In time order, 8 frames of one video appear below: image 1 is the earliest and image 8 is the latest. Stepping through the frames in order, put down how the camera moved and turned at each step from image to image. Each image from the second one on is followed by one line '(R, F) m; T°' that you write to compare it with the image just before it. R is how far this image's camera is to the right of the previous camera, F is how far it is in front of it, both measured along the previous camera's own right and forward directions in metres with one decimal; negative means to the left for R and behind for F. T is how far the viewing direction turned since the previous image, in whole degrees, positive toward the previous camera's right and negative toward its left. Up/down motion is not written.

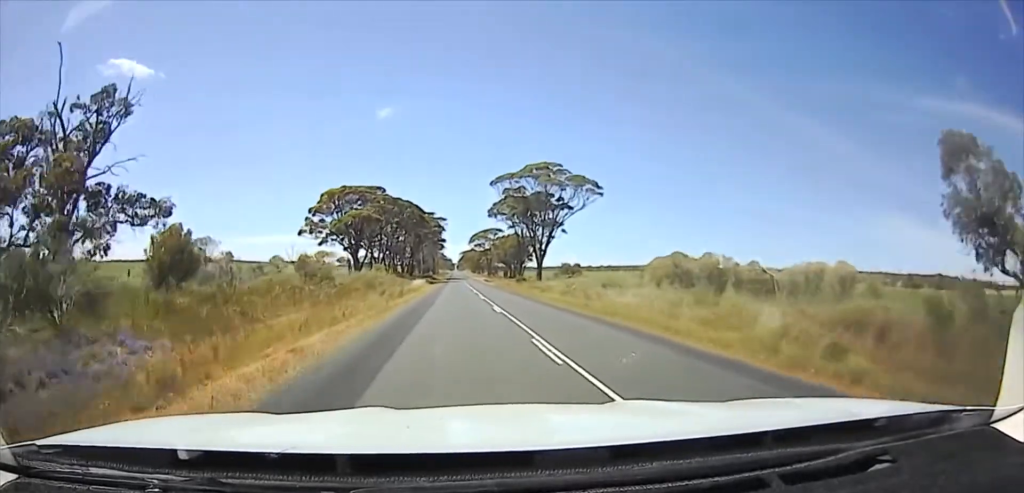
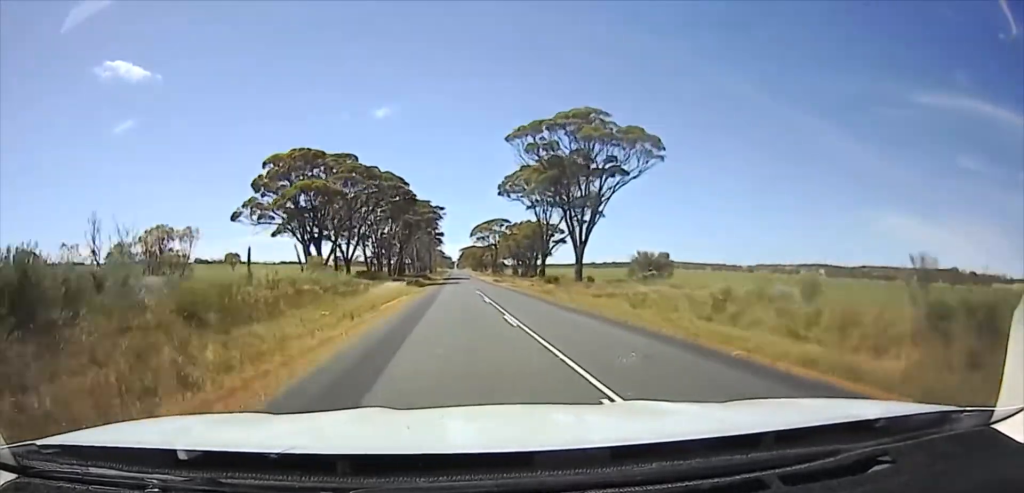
(0.0, +33.4) m; 0°
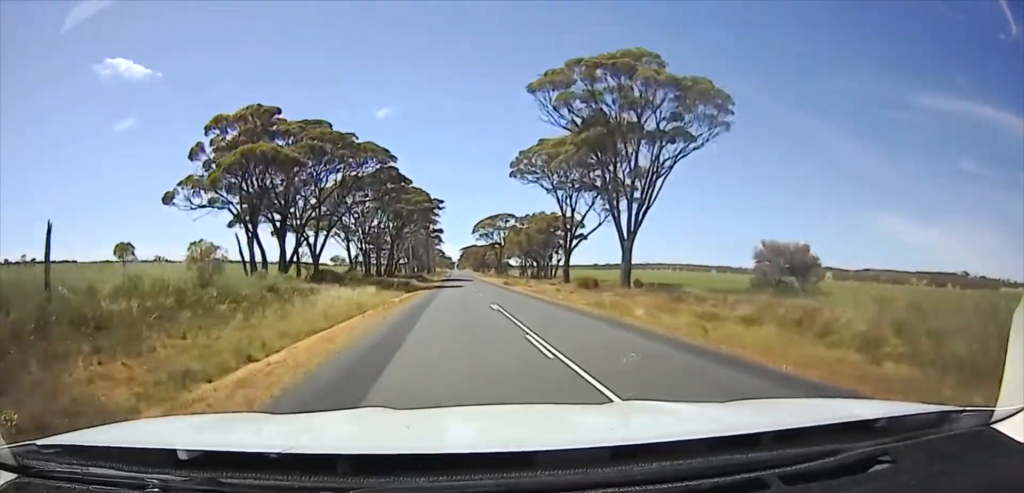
(0.0, +18.4) m; 0°
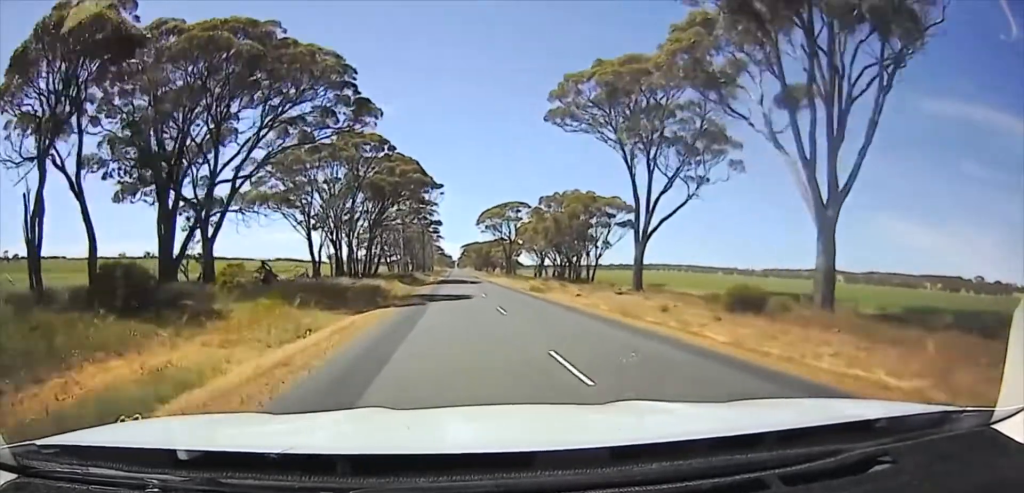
(0.0, +22.9) m; 0°
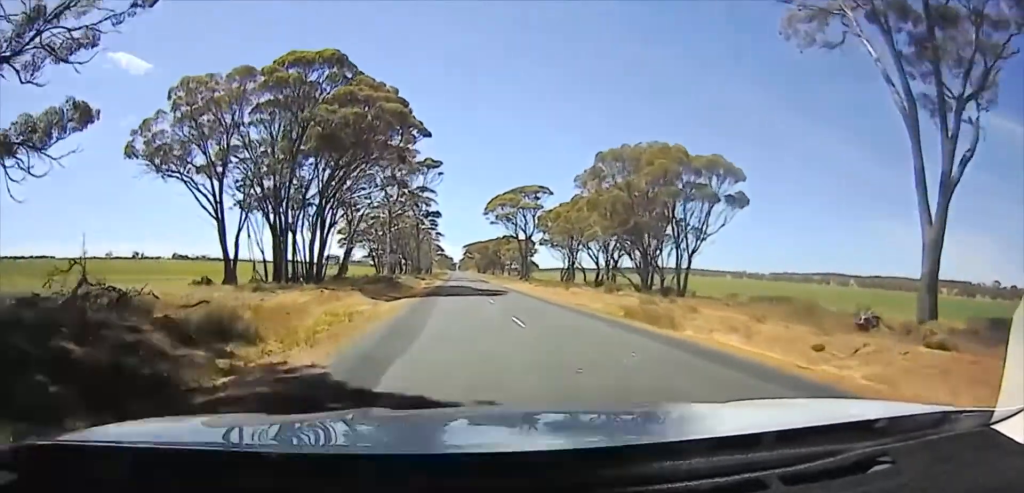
(0.0, +22.2) m; 0°
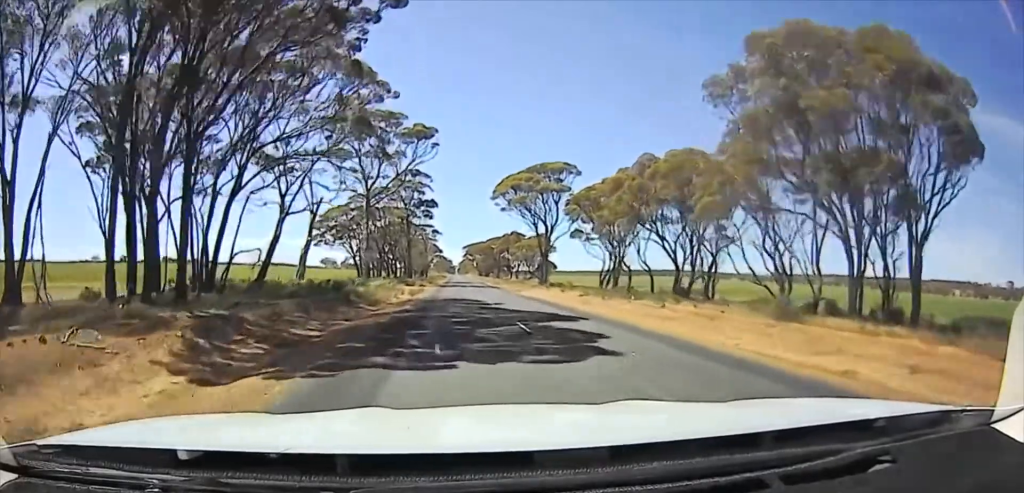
(0.0, +16.7) m; 0°
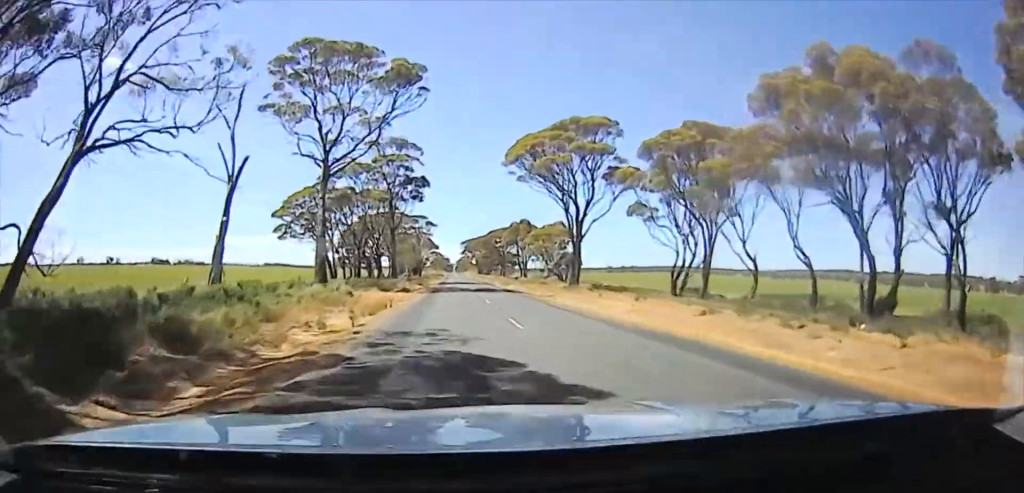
(-0.1, +17.6) m; 0°
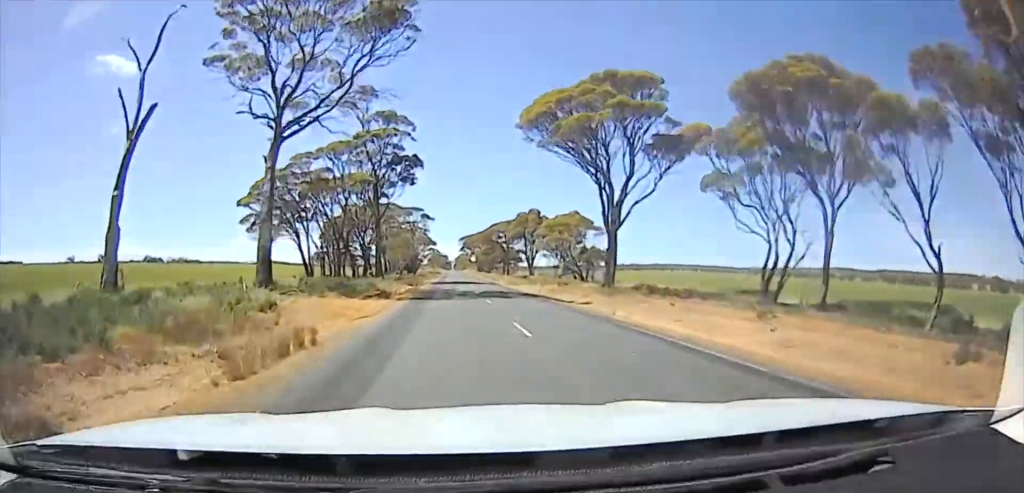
(0.0, +10.6) m; 0°
